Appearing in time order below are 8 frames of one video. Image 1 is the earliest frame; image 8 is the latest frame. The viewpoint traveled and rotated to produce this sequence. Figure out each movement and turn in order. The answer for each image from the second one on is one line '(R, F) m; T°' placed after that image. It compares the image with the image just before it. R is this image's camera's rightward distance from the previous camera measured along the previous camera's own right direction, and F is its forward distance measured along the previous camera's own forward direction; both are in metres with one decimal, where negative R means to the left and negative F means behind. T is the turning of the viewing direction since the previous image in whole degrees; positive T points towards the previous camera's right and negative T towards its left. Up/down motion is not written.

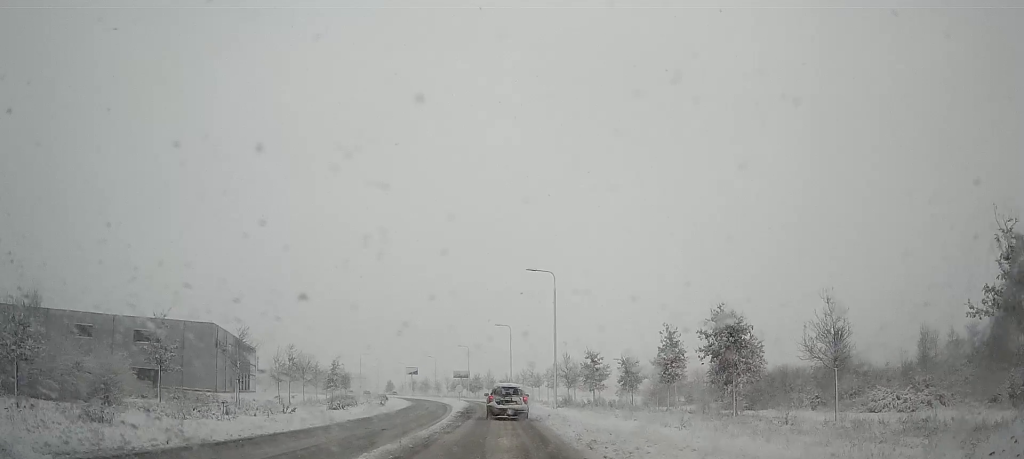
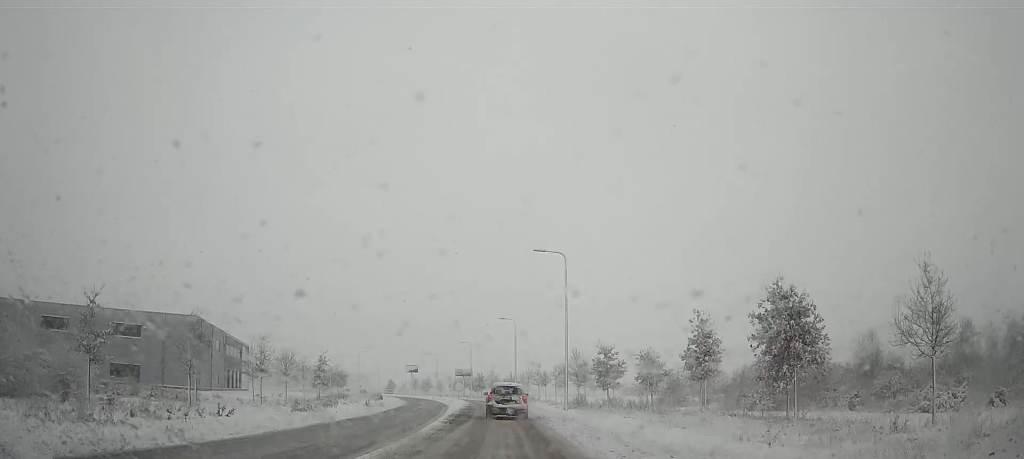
(-0.1, +7.0) m; 0°
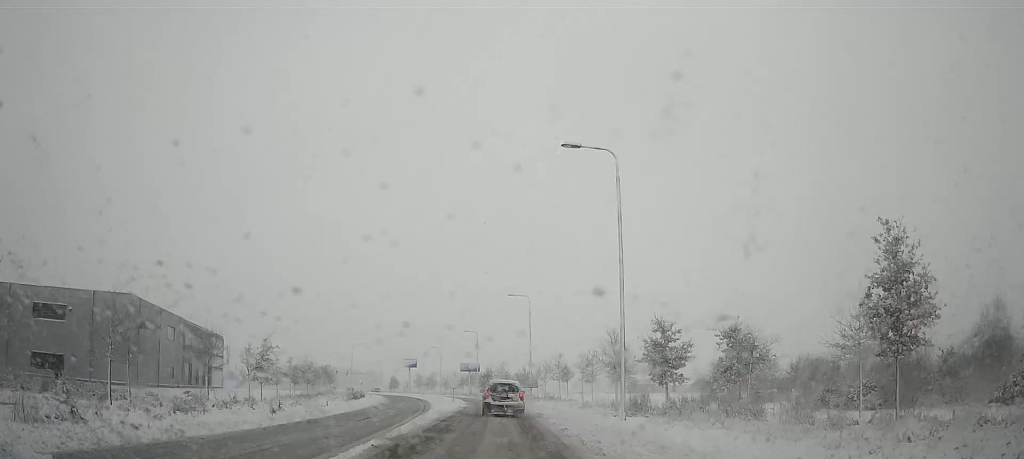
(+0.8, +19.6) m; -1°
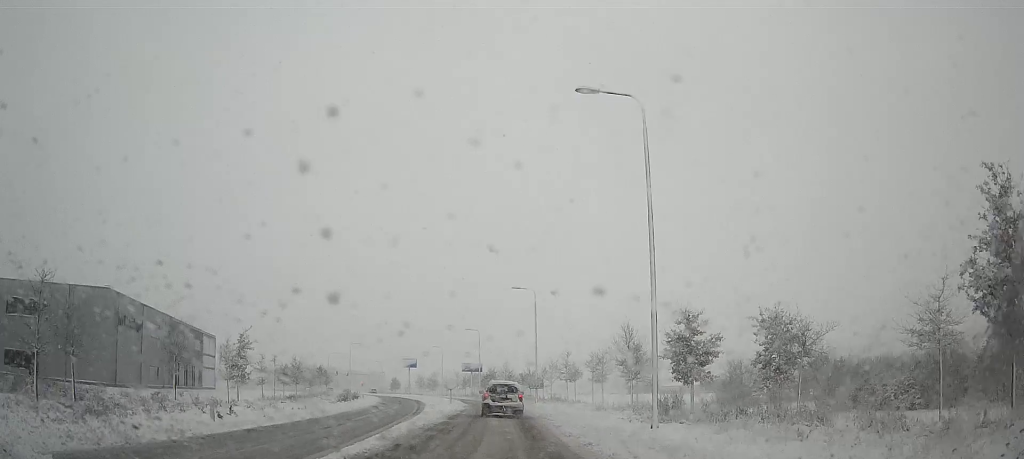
(-0.3, +5.3) m; -2°
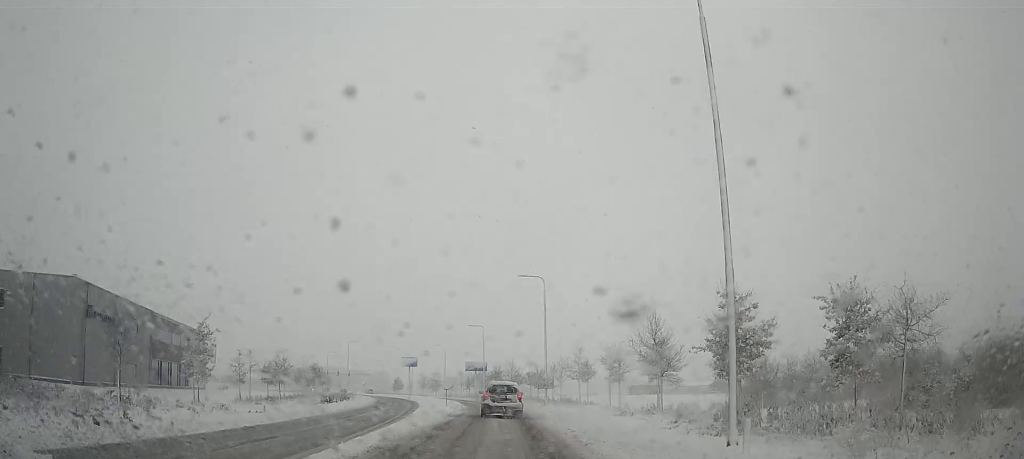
(-0.6, +6.9) m; -2°
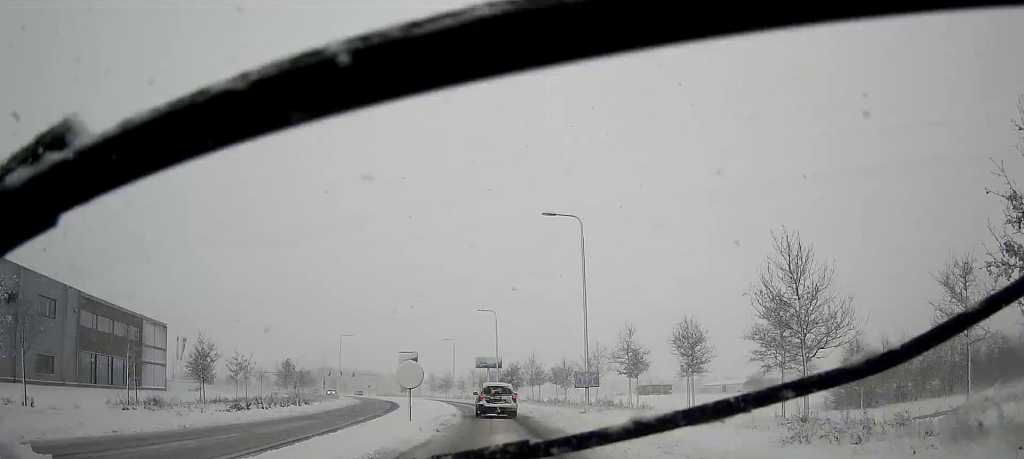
(+0.7, +20.0) m; +1°
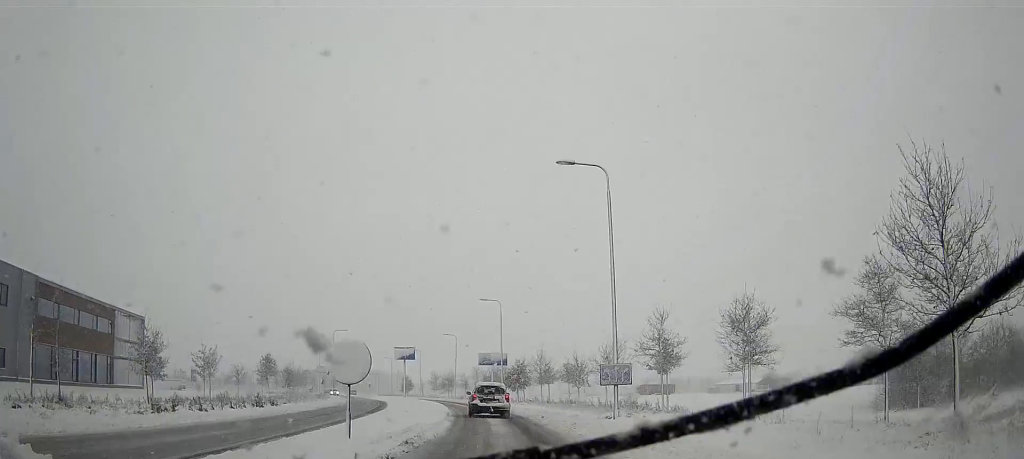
(-0.1, +8.6) m; 0°
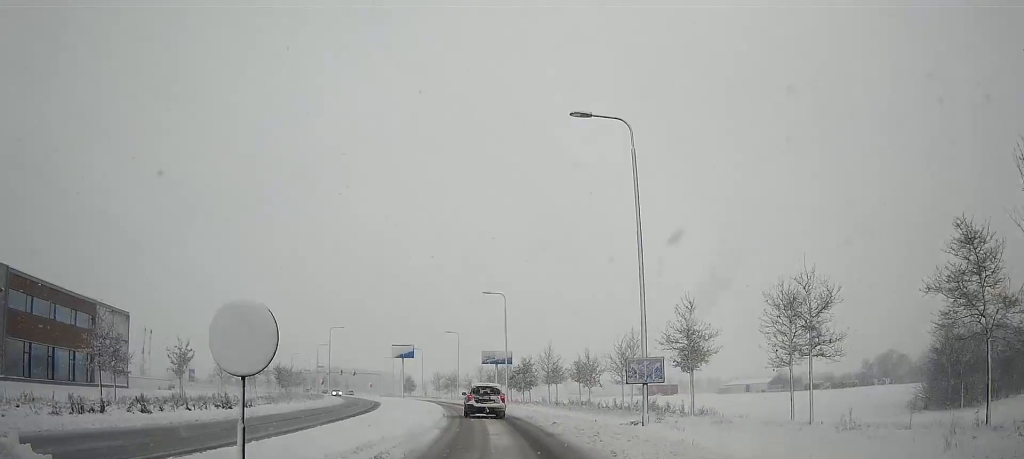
(0.0, +5.3) m; 0°
